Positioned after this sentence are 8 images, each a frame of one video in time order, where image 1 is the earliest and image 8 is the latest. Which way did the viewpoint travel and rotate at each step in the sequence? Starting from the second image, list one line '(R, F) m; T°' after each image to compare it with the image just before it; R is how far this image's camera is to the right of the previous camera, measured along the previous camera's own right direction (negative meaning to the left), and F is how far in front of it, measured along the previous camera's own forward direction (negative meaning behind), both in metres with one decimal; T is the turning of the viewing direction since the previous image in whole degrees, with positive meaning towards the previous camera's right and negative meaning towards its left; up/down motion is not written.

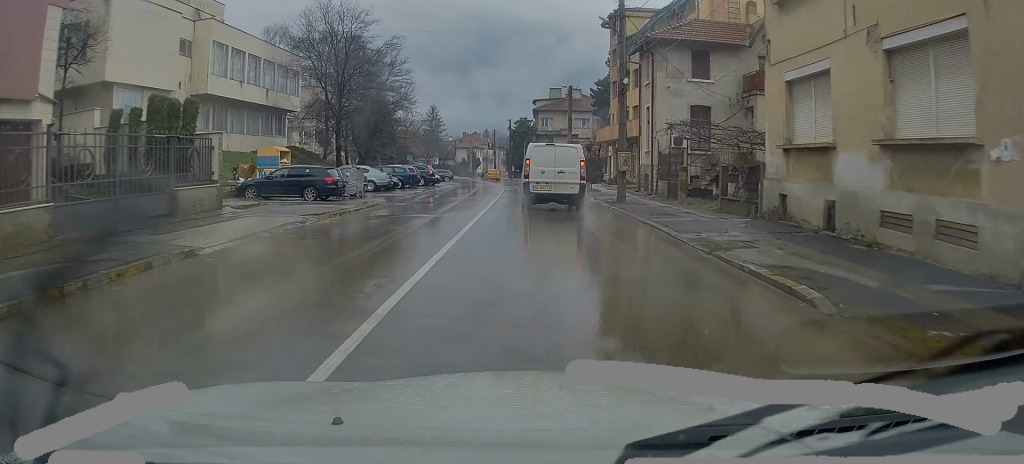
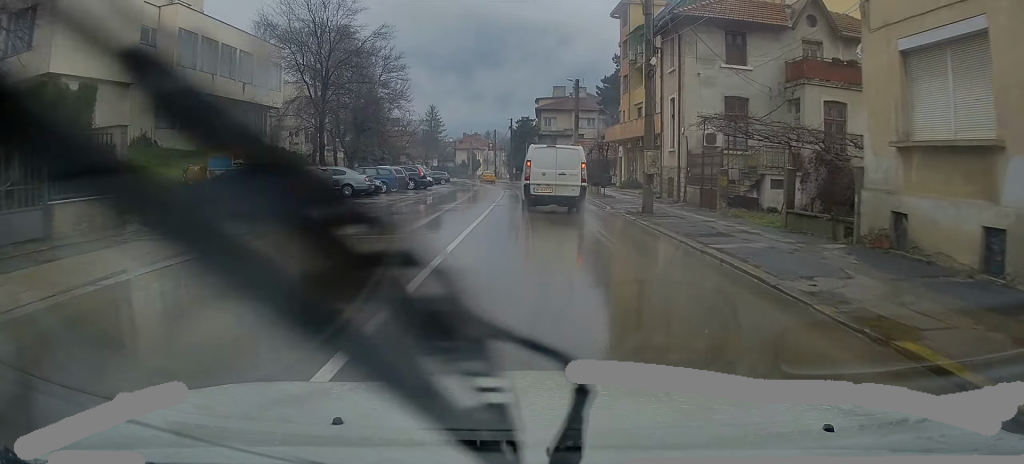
(+0.1, +5.0) m; +1°
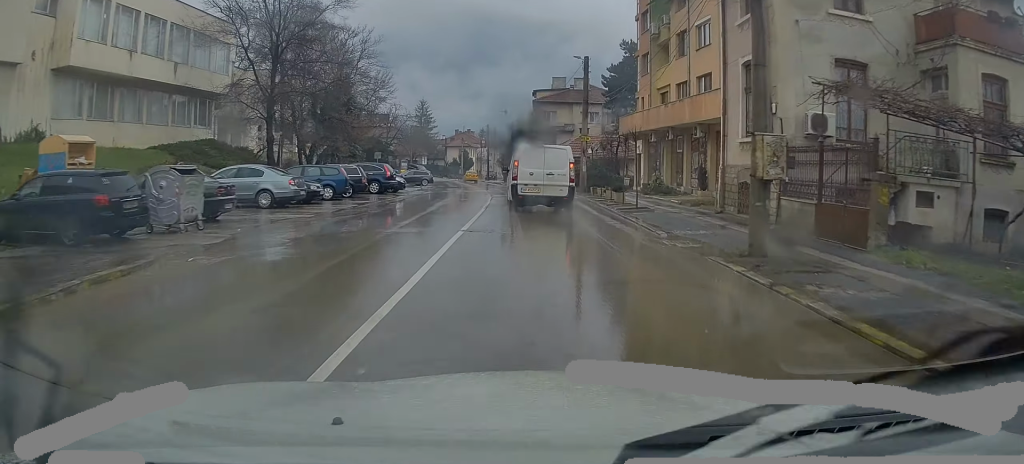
(0.0, +9.7) m; 0°
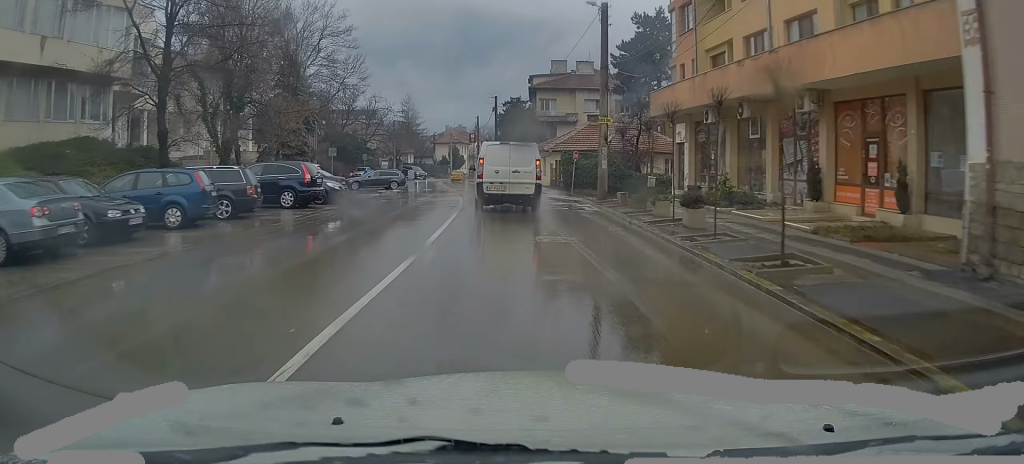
(0.0, +12.2) m; 0°
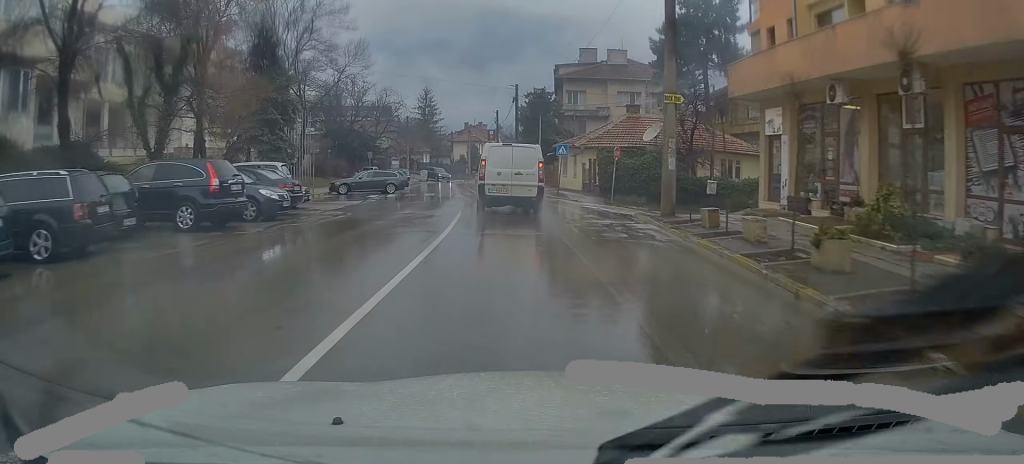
(0.0, +8.6) m; -2°
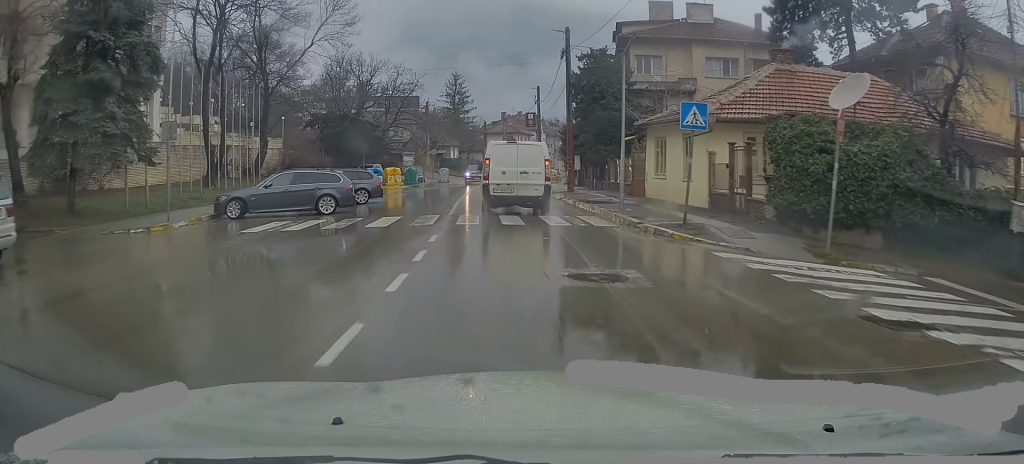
(-1.4, +19.3) m; -7°
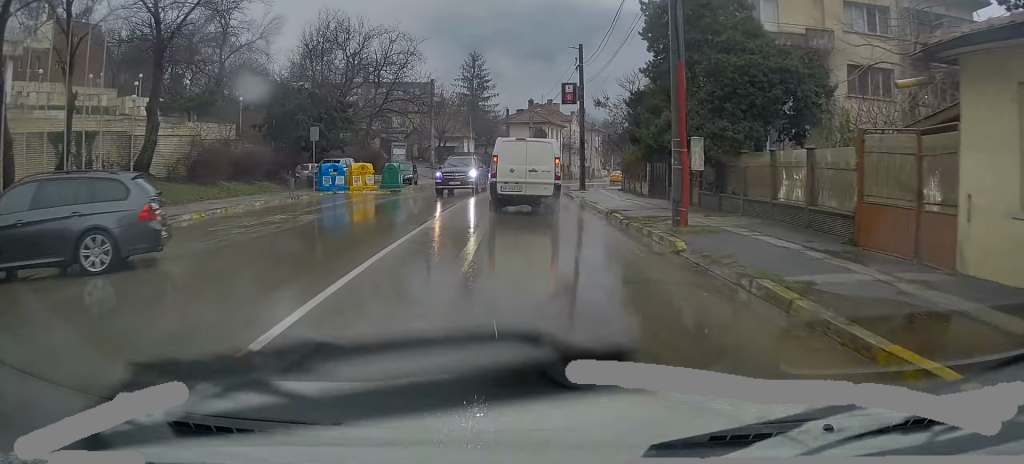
(-0.3, +18.2) m; -1°
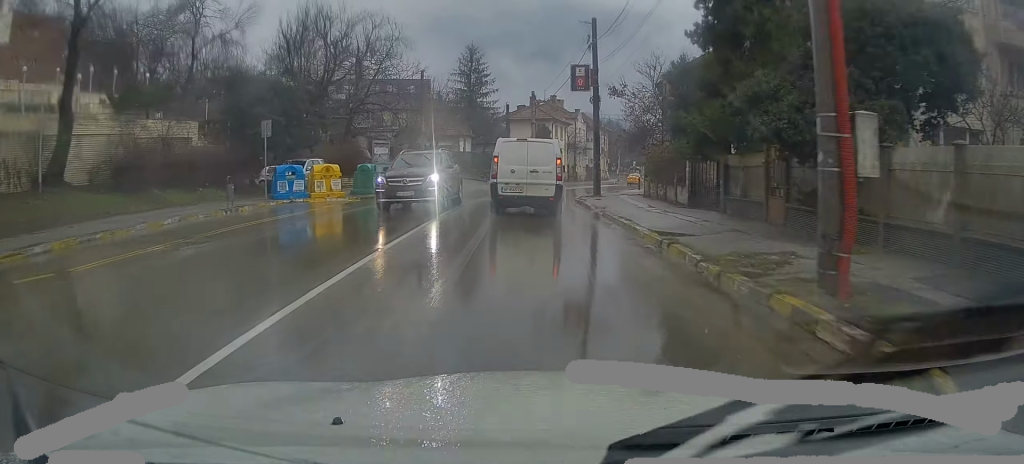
(0.0, +6.7) m; 0°
